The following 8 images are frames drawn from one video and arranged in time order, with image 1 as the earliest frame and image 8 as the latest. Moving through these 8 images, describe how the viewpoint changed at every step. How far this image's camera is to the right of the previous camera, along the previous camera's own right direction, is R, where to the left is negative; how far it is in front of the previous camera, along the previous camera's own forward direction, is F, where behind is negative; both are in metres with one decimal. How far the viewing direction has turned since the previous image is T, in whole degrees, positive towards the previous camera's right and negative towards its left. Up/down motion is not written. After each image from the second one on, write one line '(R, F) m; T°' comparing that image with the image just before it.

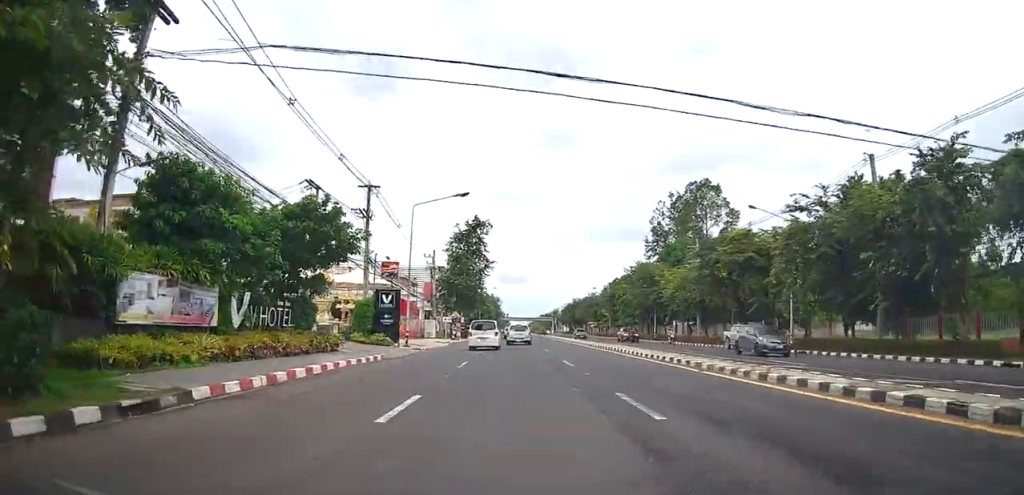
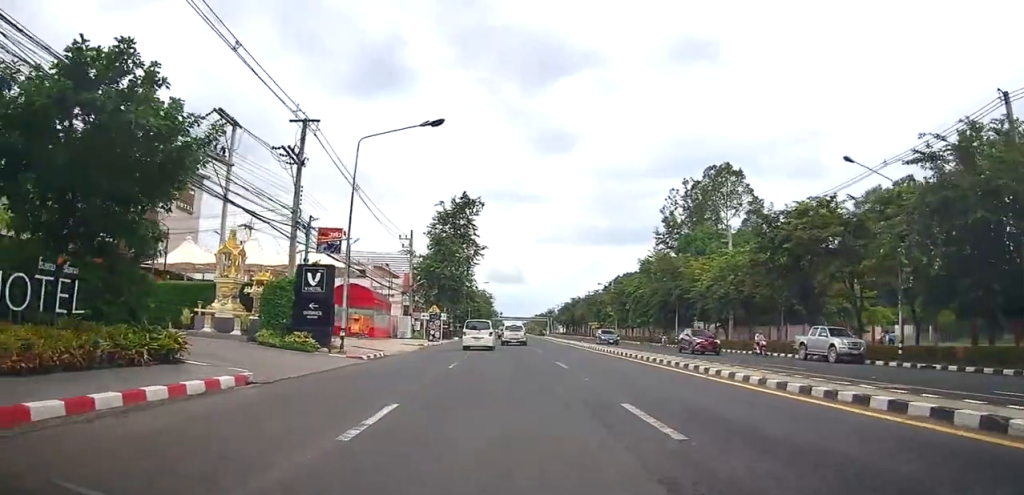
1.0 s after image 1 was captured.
(+0.2, +12.4) m; +2°
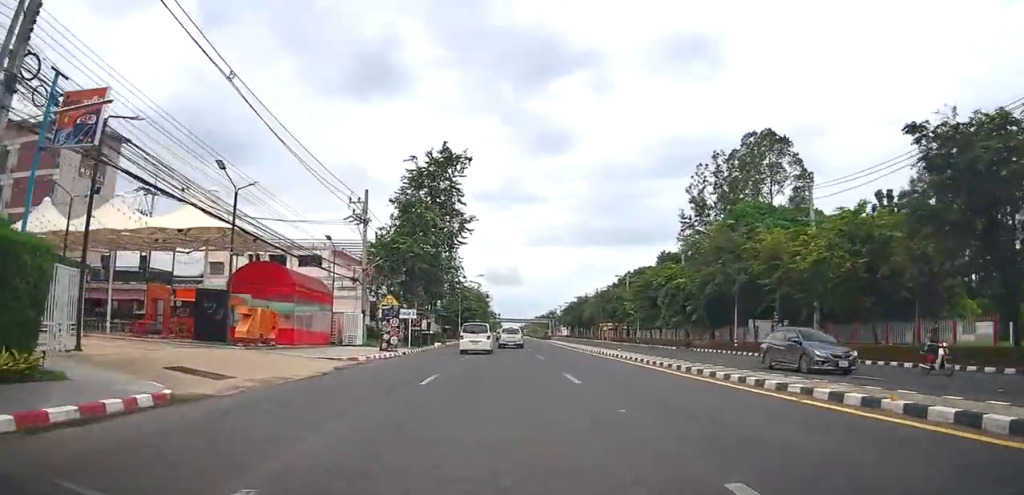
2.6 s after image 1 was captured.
(0.0, +17.1) m; 0°
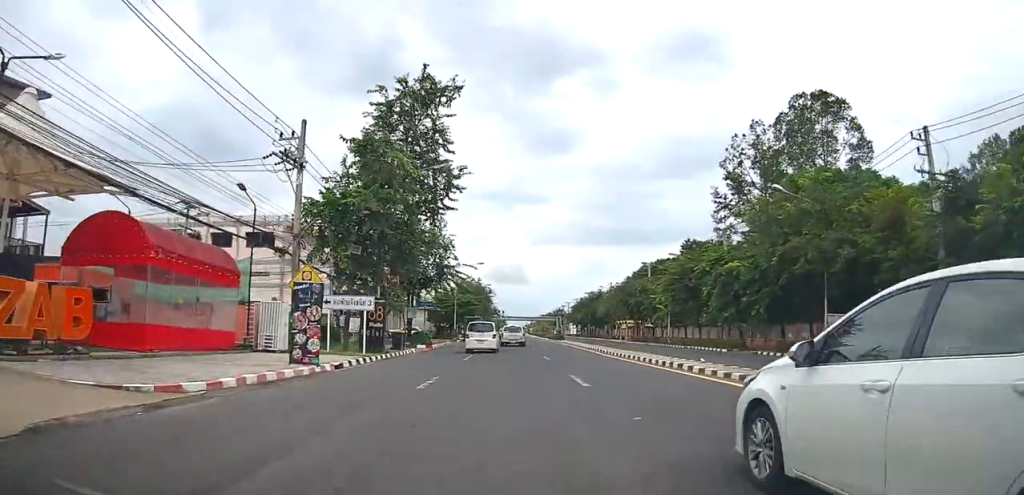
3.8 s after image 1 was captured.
(+0.3, +13.0) m; +1°
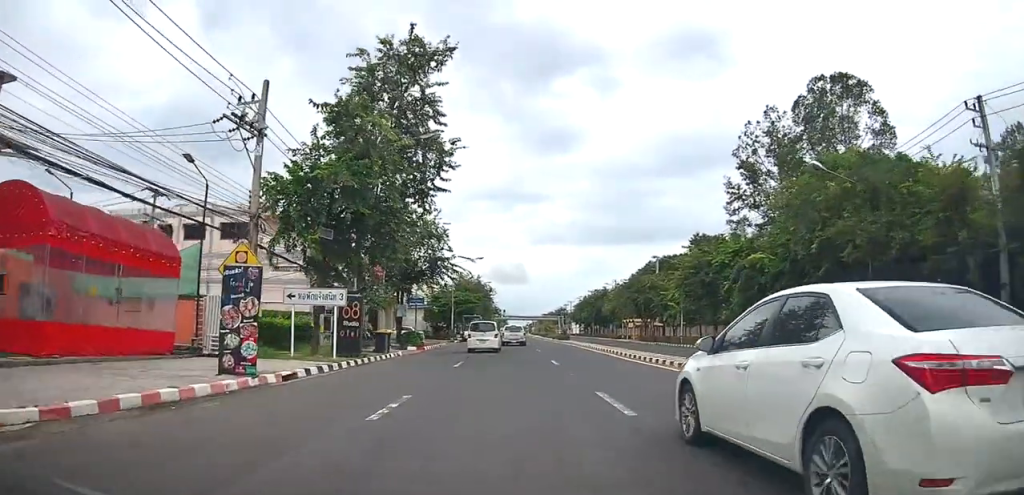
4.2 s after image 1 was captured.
(+0.3, +4.4) m; 0°
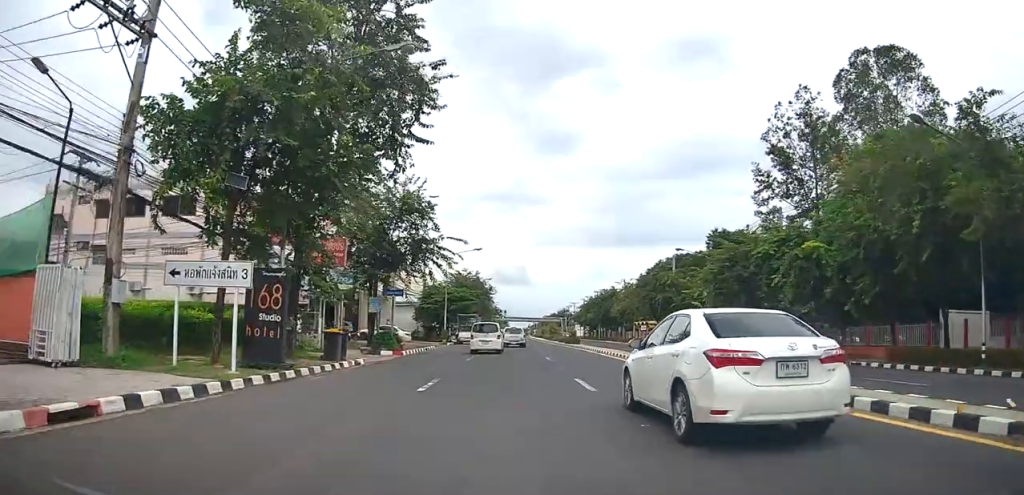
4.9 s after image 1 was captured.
(-0.5, +8.0) m; -2°
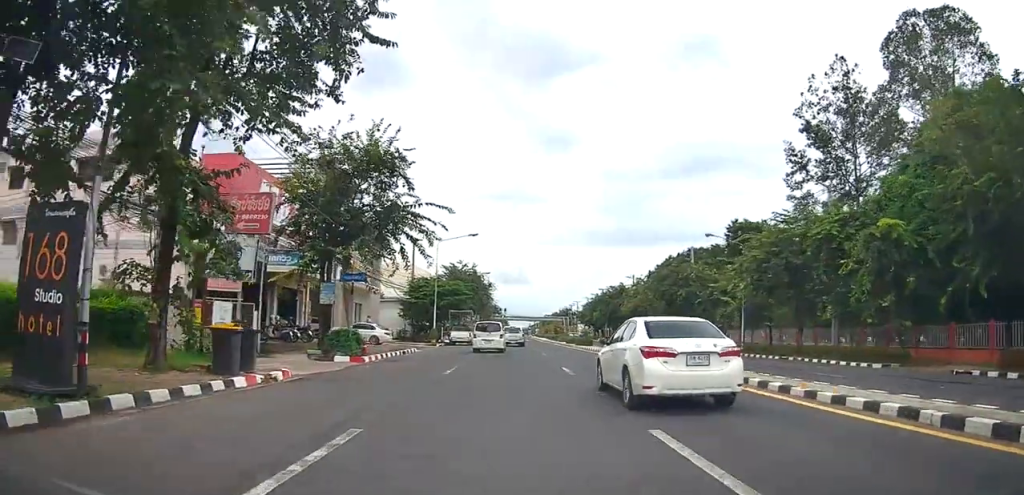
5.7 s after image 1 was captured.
(-0.1, +7.9) m; 0°
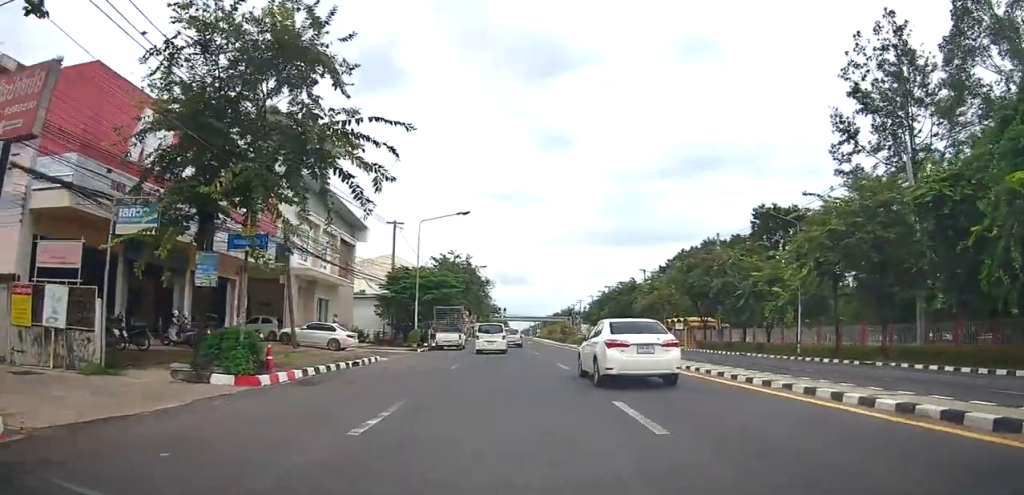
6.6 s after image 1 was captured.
(+0.2, +9.2) m; +1°
